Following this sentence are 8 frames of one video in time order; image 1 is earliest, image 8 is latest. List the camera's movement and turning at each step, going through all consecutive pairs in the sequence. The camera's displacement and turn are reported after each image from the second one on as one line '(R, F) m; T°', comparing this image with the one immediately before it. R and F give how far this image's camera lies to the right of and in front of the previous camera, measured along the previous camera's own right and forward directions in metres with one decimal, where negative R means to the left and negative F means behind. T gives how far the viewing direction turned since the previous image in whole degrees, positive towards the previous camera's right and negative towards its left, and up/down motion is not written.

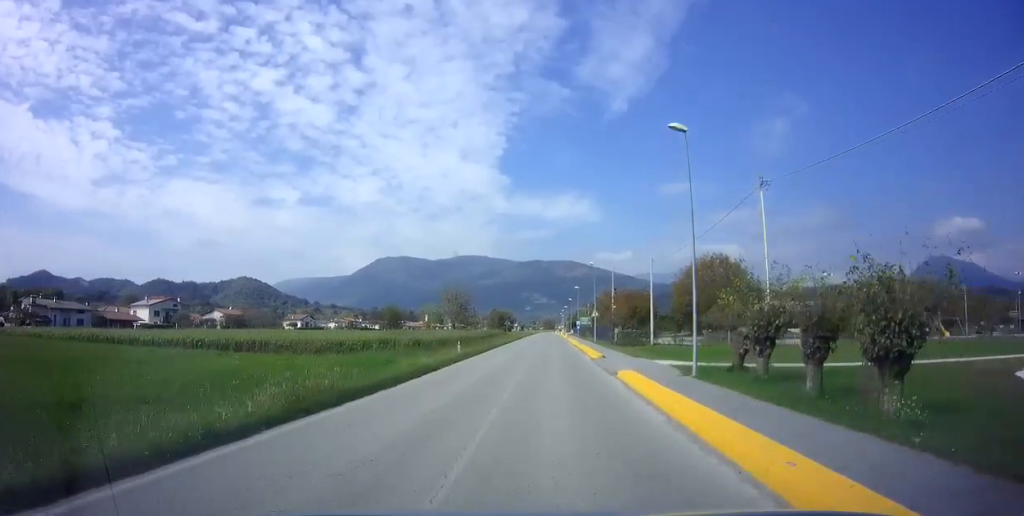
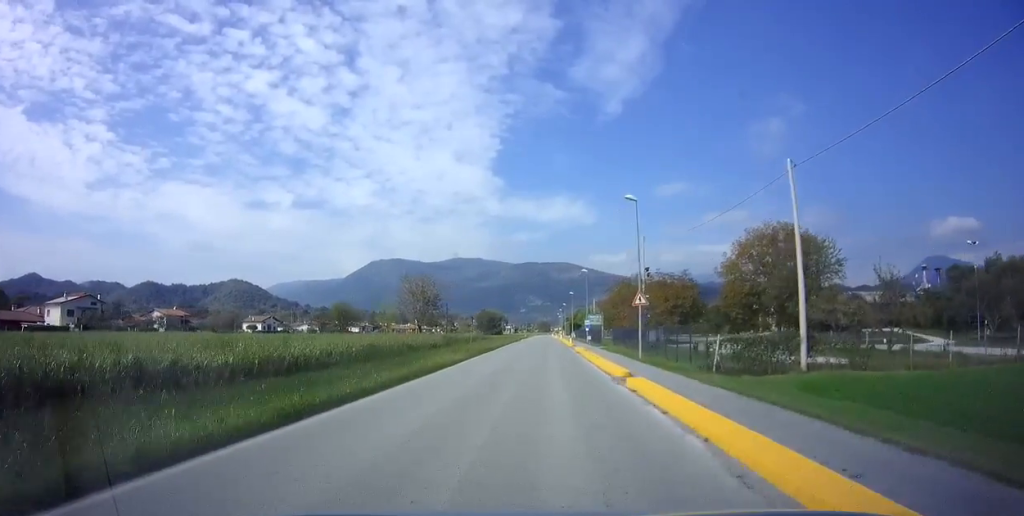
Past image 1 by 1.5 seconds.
(0.0, +28.8) m; 0°
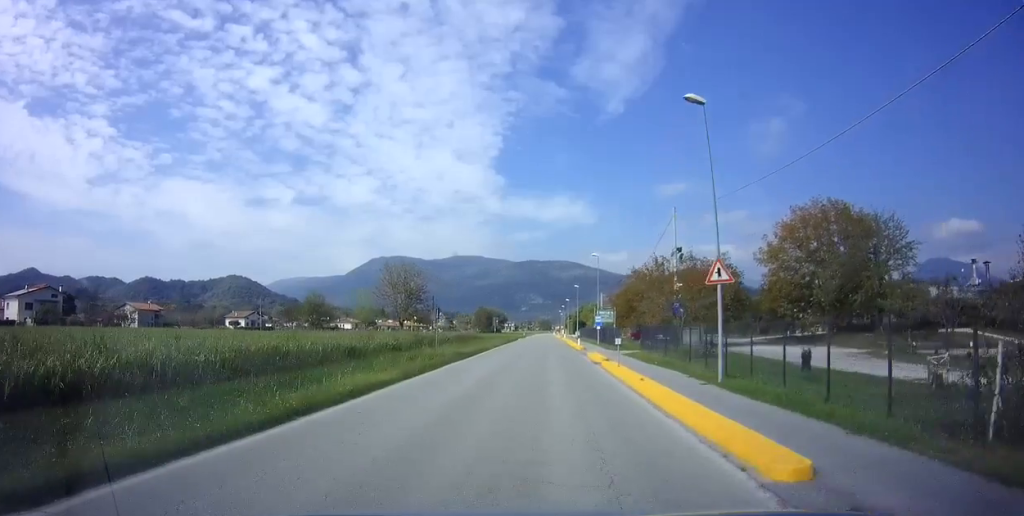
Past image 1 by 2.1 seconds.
(0.0, +12.0) m; 0°
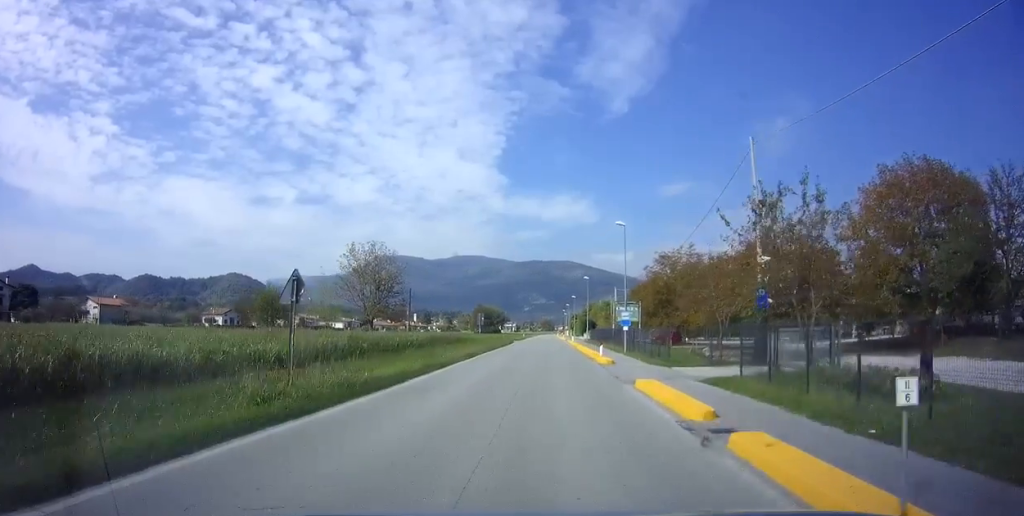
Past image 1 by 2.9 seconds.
(0.0, +15.2) m; 0°
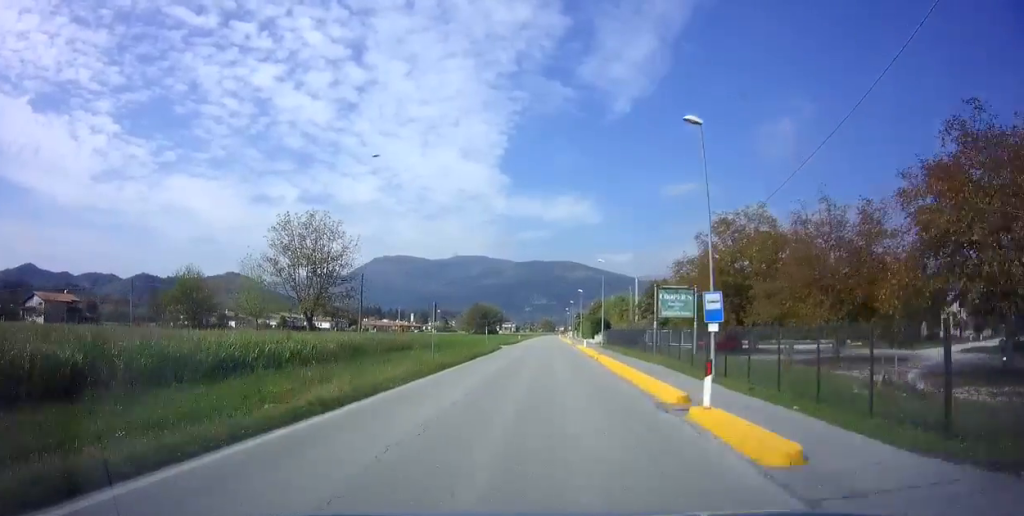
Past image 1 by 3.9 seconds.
(0.0, +17.7) m; 0°
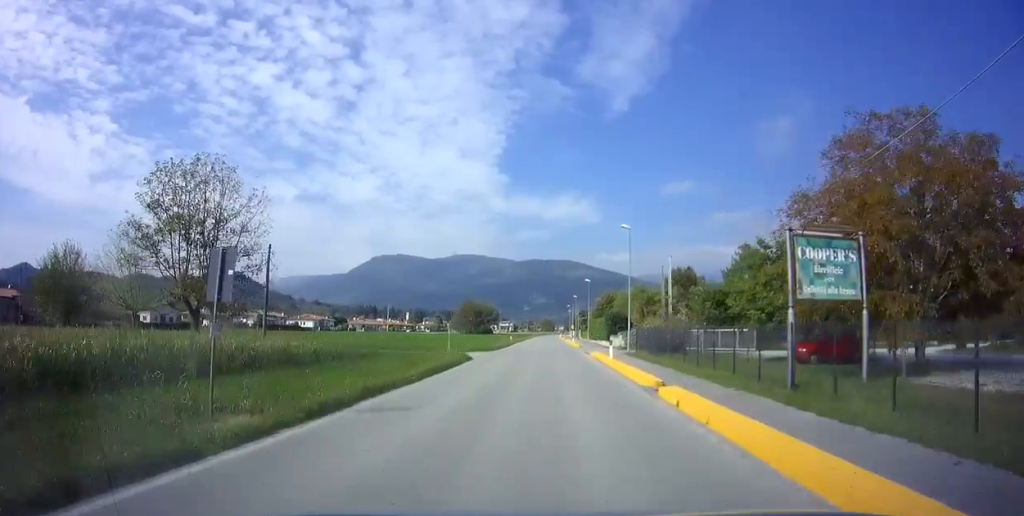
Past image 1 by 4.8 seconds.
(0.0, +17.6) m; 0°
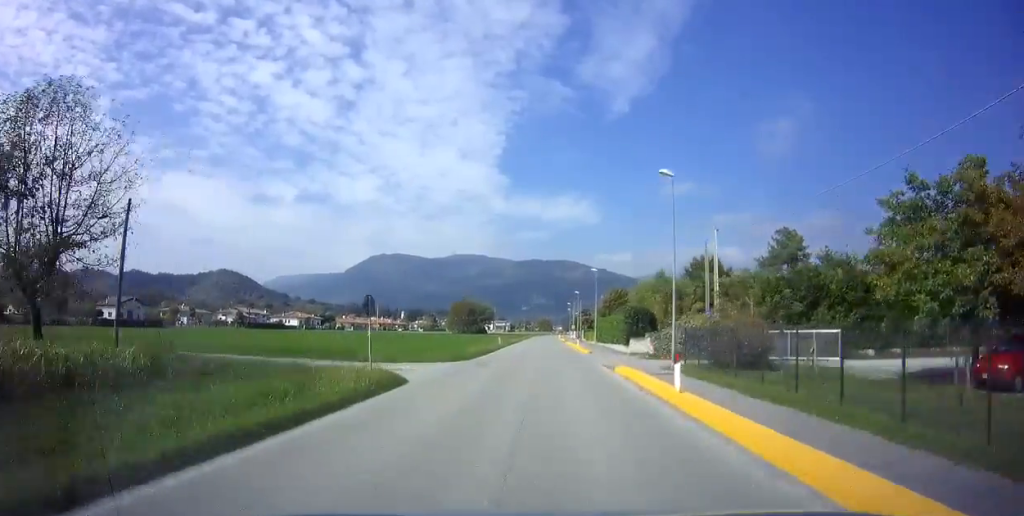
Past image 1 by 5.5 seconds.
(0.0, +12.5) m; 0°
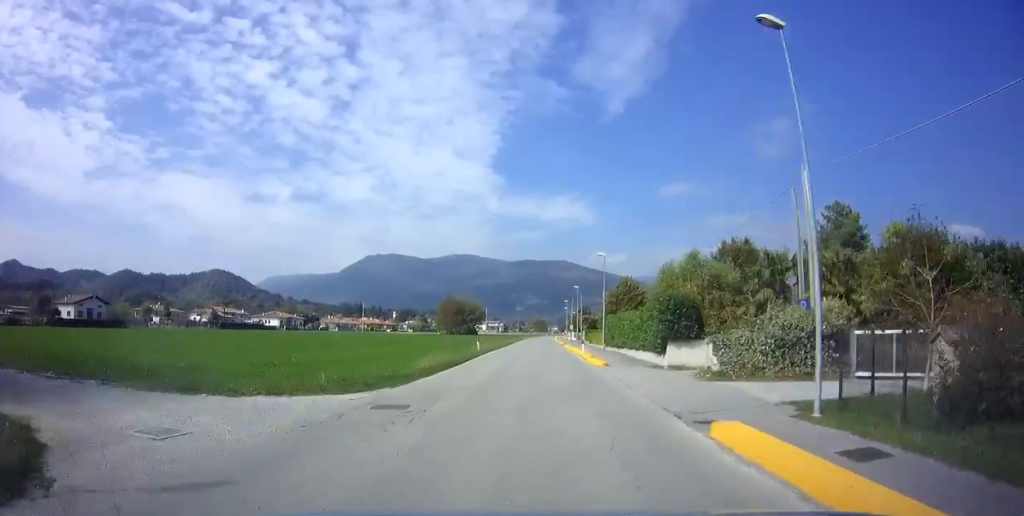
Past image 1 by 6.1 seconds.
(0.0, +12.5) m; 0°
